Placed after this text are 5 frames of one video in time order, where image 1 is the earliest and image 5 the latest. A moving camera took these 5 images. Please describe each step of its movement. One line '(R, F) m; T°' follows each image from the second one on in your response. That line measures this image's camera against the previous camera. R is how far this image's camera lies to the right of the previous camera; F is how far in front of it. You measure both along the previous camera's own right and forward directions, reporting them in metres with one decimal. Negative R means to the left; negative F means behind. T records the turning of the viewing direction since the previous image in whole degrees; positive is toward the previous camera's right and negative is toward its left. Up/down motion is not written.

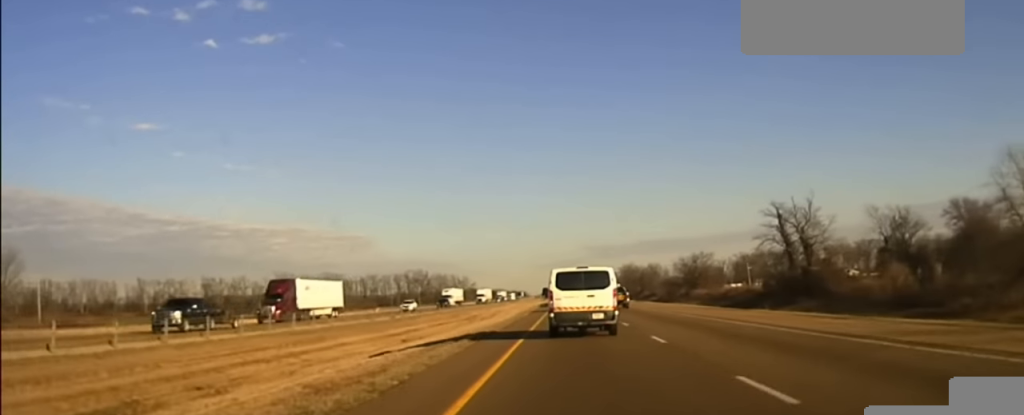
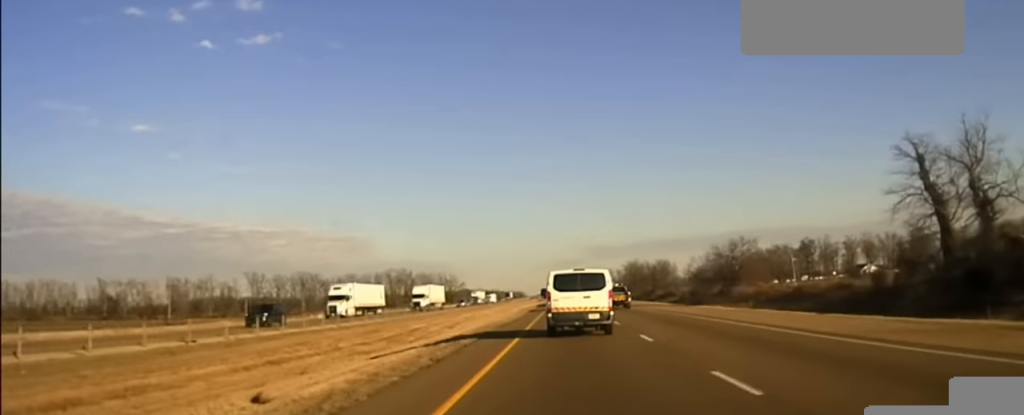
(-0.1, +47.7) m; 0°
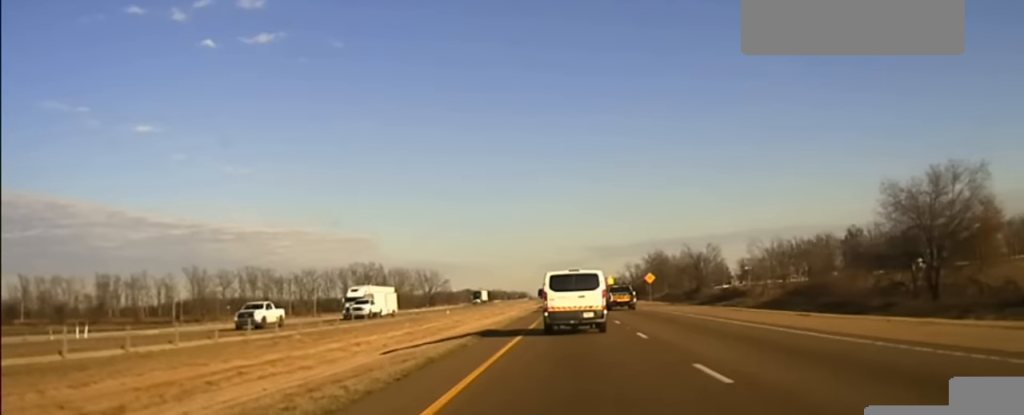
(+0.1, +83.8) m; 0°
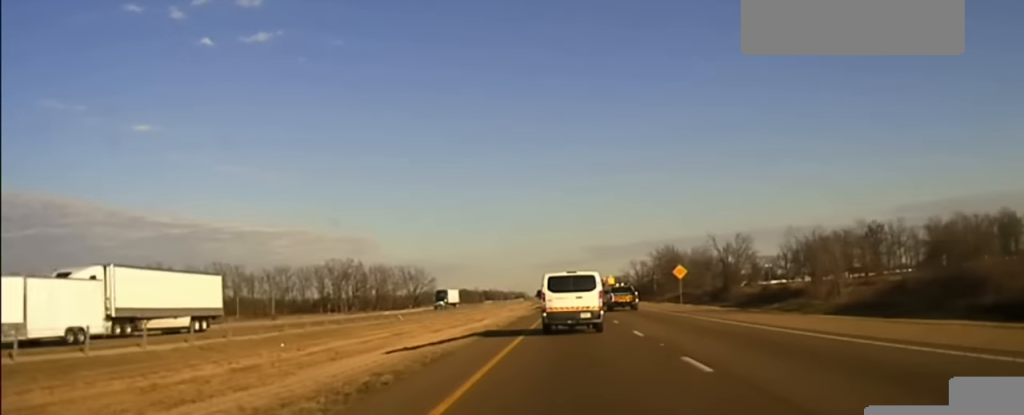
(0.0, +36.9) m; 0°
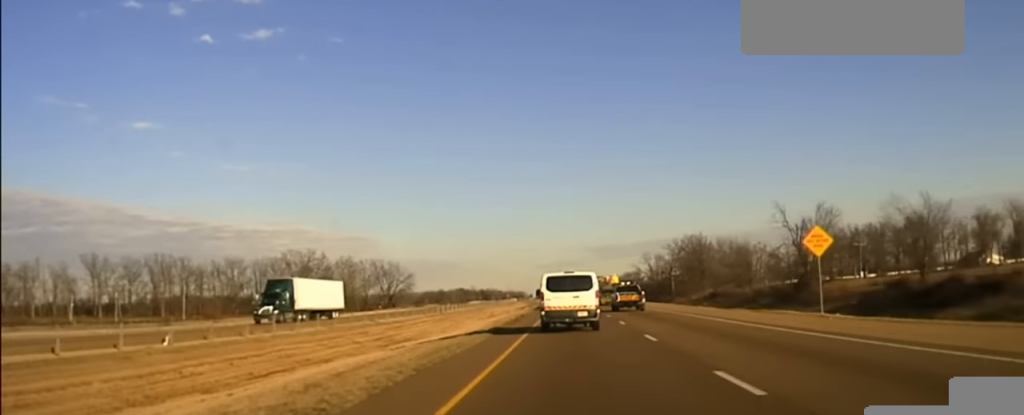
(+0.4, +49.9) m; +1°
